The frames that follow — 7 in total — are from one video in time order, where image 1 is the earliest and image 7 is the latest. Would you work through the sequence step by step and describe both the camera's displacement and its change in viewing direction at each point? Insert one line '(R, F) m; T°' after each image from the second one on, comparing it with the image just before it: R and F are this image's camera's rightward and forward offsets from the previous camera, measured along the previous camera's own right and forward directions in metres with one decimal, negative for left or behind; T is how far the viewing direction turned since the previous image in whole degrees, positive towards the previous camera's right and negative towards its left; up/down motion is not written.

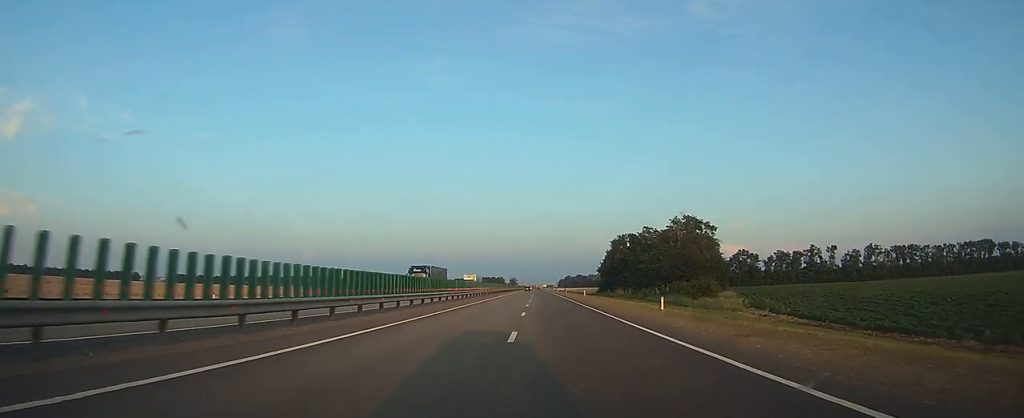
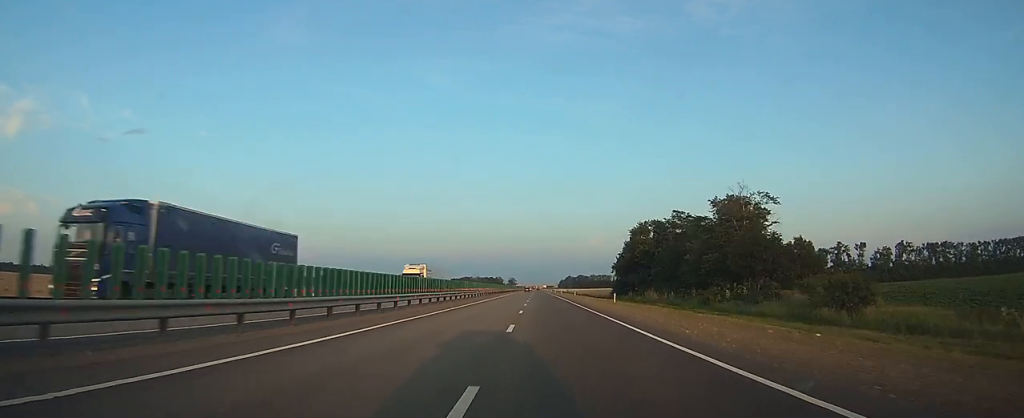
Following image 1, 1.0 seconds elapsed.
(-0.1, +32.4) m; 0°
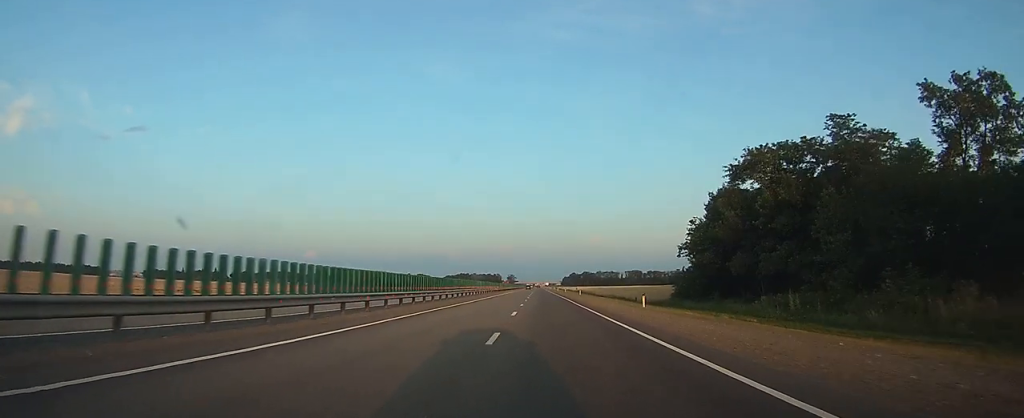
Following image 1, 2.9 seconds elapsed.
(-0.2, +63.2) m; 0°
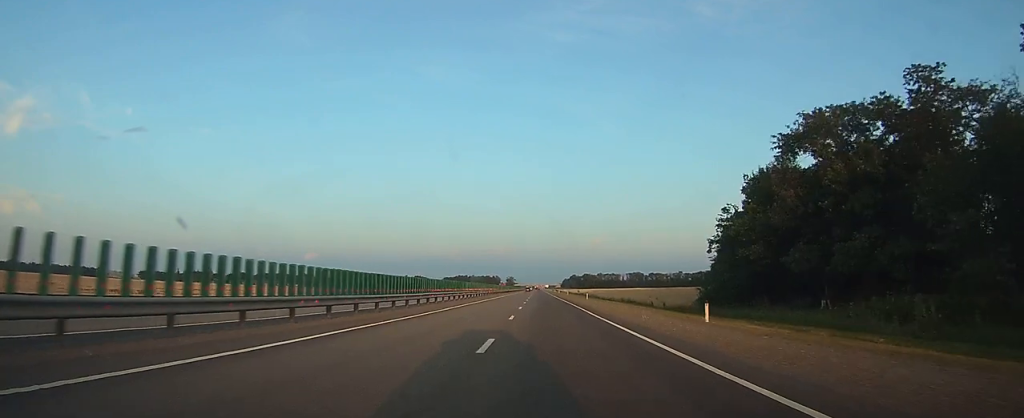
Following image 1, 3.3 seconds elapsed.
(0.0, +13.2) m; 0°
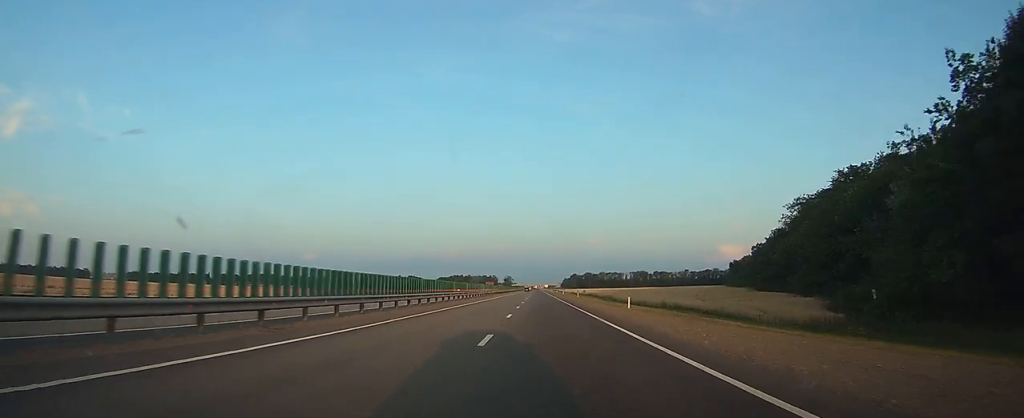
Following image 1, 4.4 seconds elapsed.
(+0.1, +34.3) m; 0°
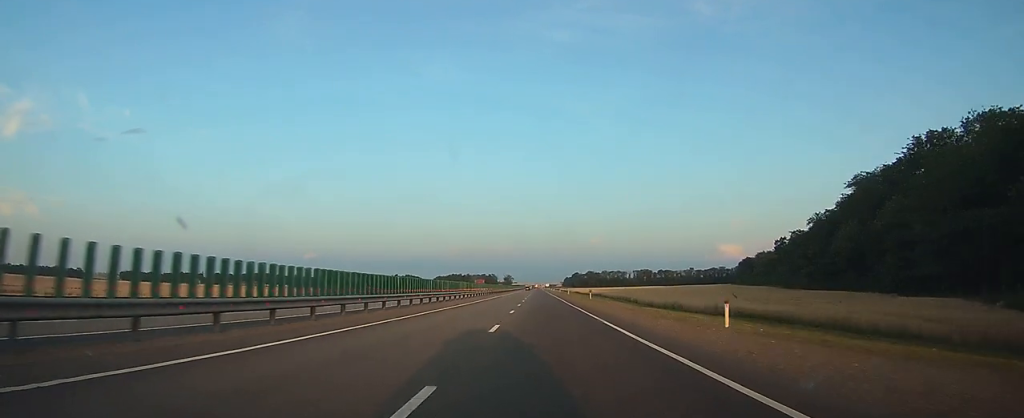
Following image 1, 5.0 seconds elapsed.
(0.0, +20.0) m; 0°
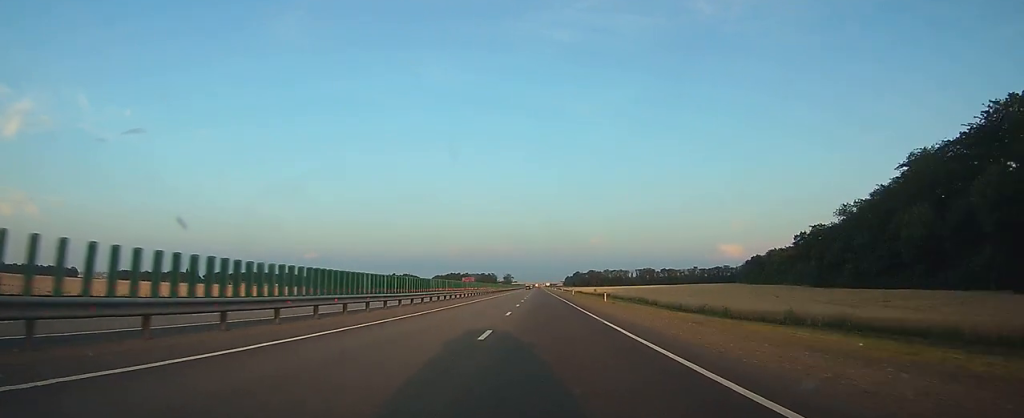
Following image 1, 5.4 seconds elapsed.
(0.0, +14.5) m; 0°
